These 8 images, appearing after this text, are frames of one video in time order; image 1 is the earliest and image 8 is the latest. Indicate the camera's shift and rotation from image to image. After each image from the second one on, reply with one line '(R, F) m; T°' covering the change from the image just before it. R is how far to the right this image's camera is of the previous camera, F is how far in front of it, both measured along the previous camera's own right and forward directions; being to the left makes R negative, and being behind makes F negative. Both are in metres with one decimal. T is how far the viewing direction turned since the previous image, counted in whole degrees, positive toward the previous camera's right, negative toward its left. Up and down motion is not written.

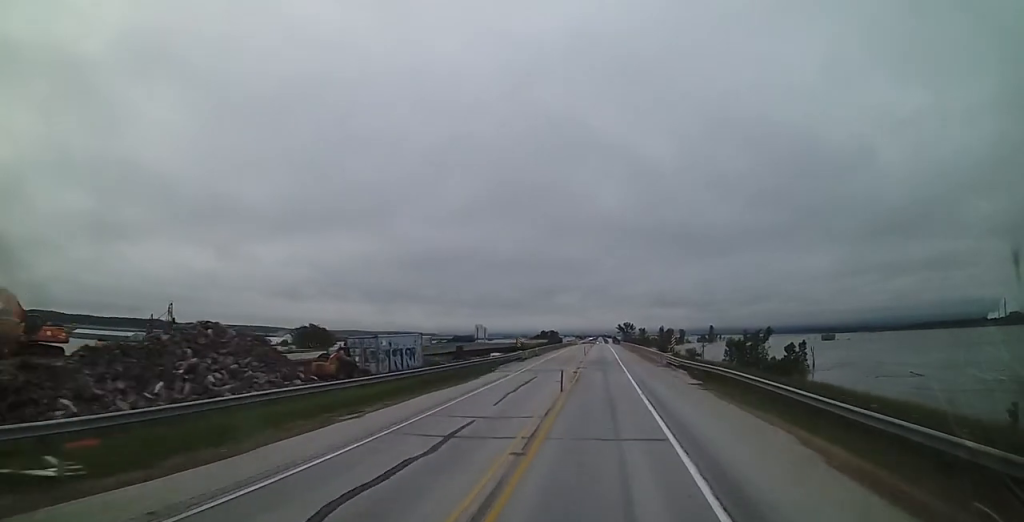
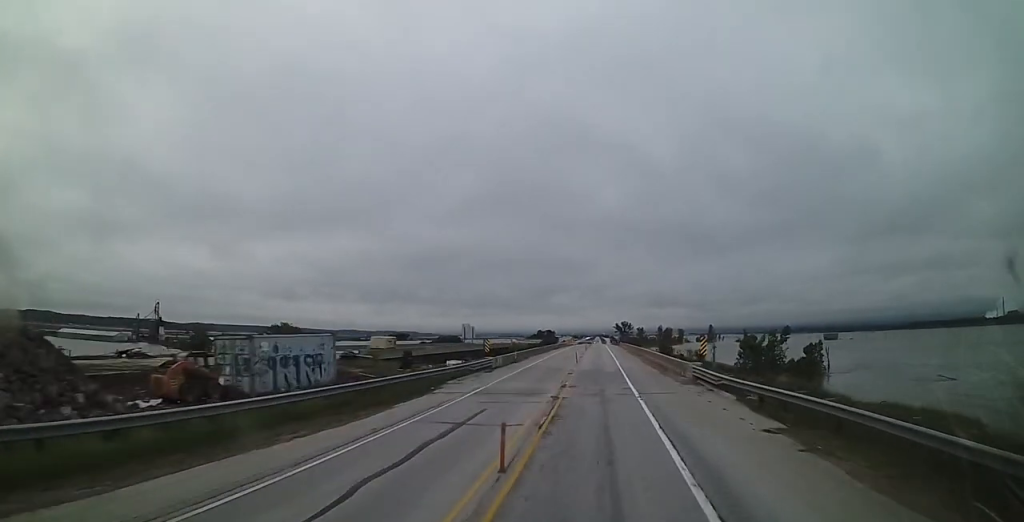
(0.0, +13.6) m; 0°
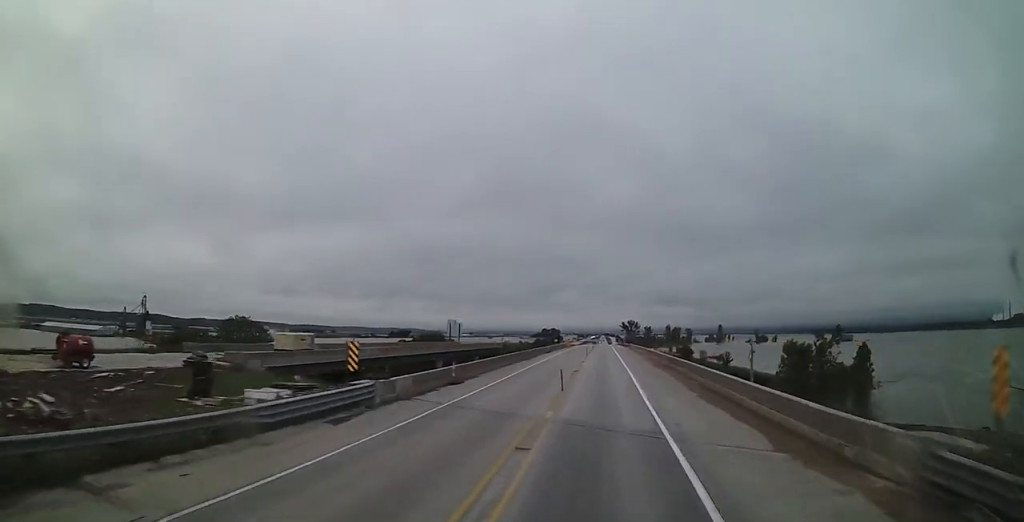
(0.0, +22.4) m; +1°
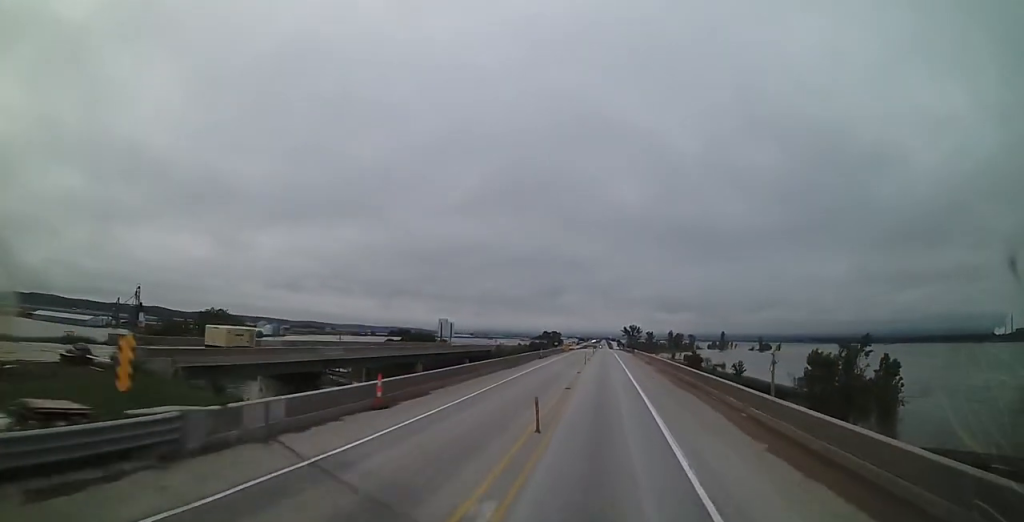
(-0.1, +9.5) m; 0°
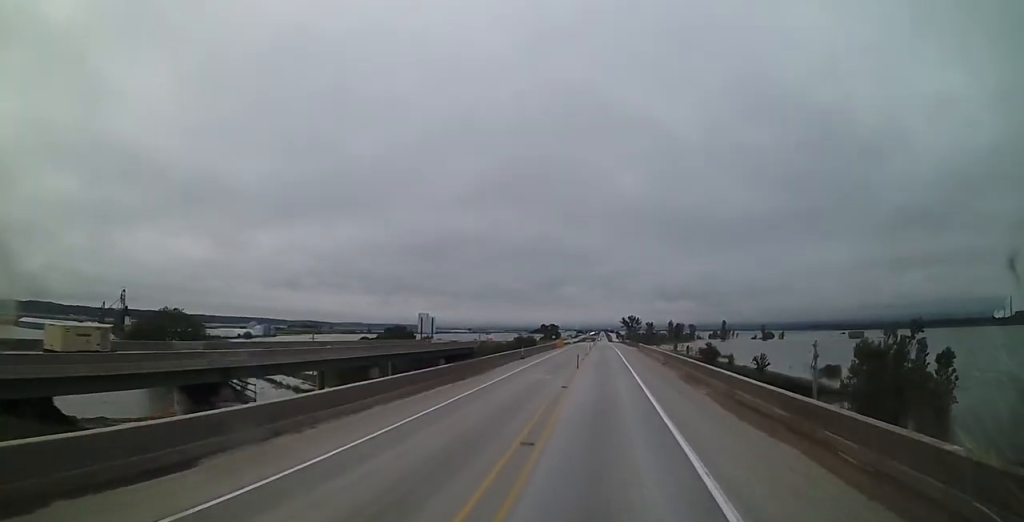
(+0.2, +14.3) m; 0°
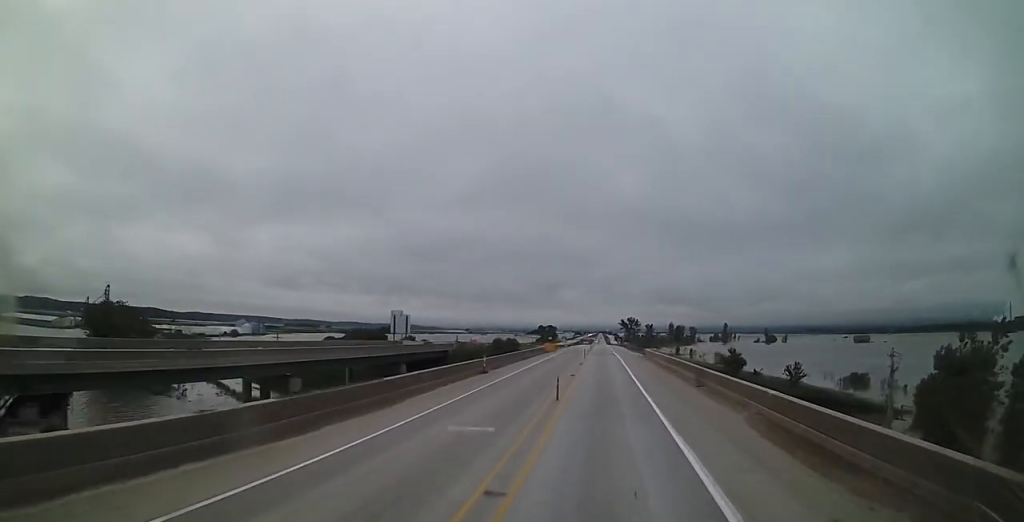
(0.0, +15.8) m; 0°
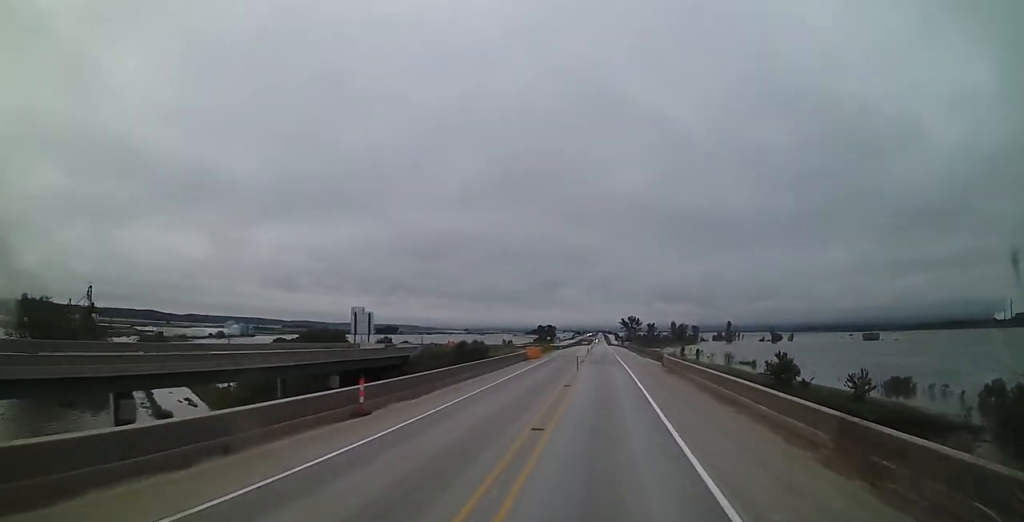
(-0.2, +18.1) m; -1°
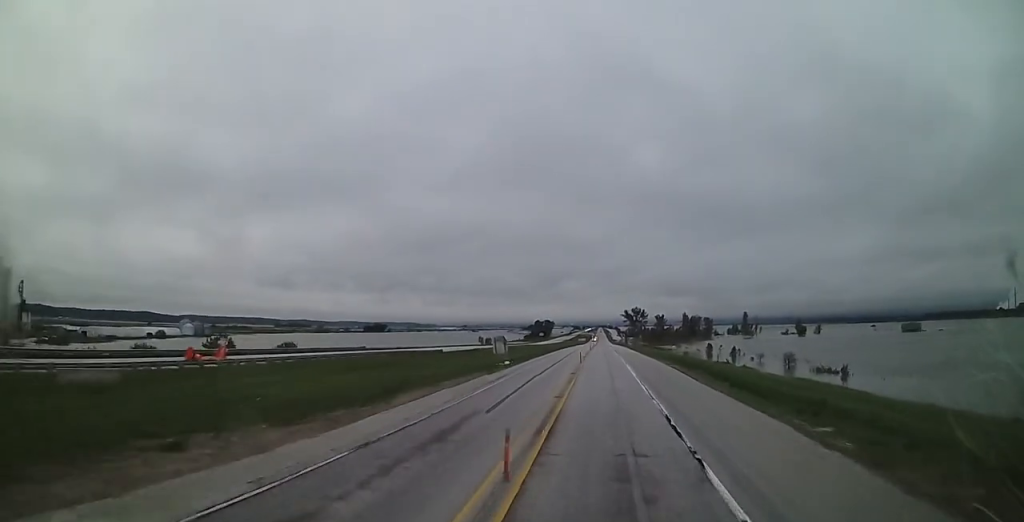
(0.0, +65.5) m; +1°
